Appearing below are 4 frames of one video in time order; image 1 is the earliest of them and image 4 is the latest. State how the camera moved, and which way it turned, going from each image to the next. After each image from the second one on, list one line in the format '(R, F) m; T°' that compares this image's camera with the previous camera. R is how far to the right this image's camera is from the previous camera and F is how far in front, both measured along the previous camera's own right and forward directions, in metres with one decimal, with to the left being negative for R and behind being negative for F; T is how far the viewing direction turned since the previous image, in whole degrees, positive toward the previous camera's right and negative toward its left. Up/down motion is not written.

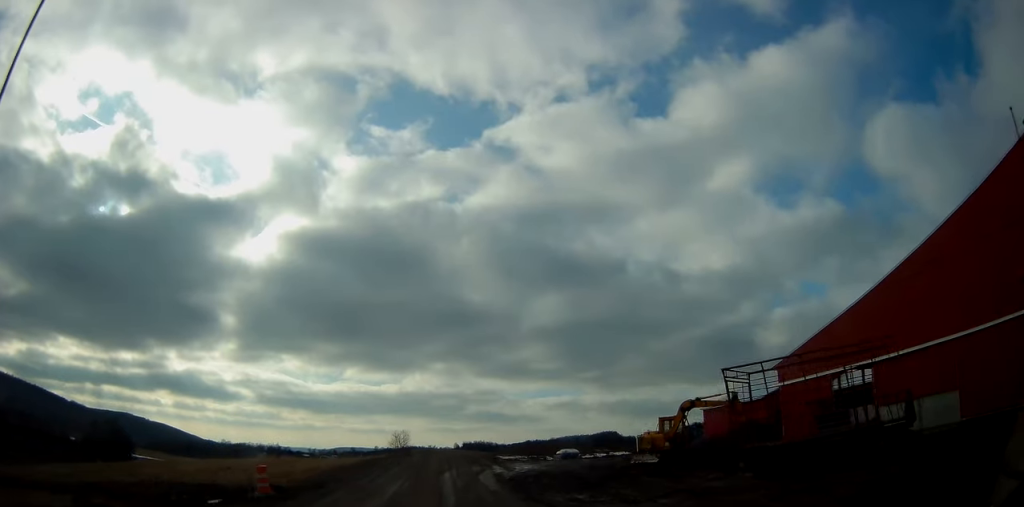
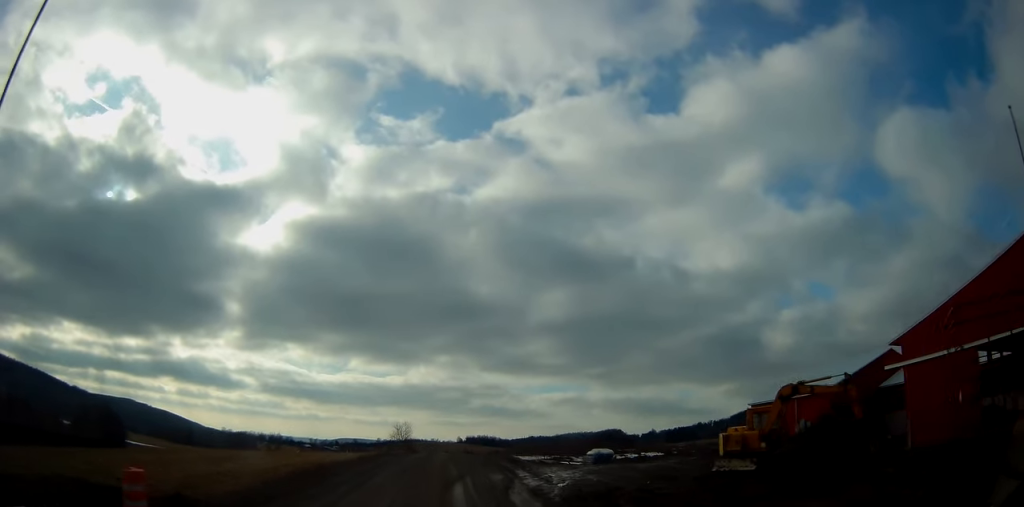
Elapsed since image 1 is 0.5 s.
(+0.1, +8.9) m; 0°
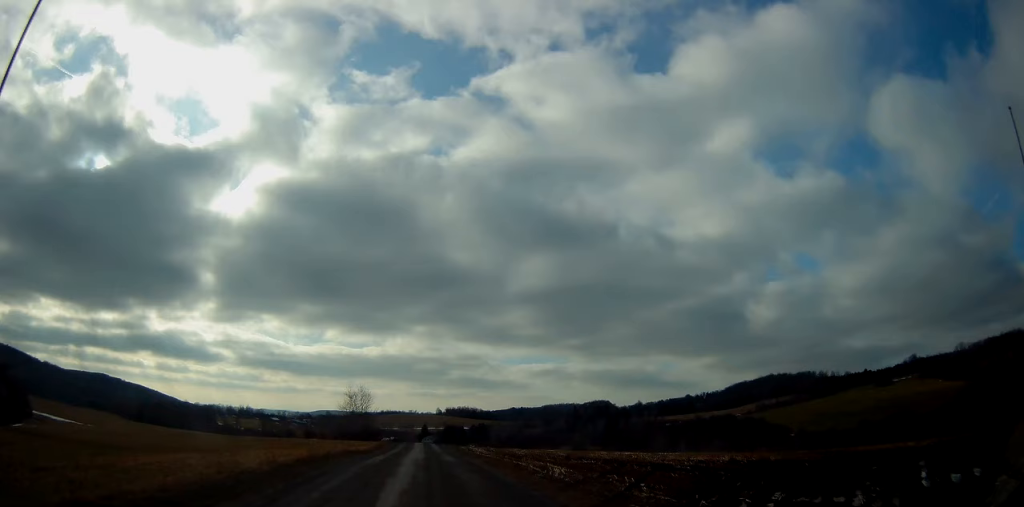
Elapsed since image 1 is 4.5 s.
(+0.4, +64.9) m; +1°
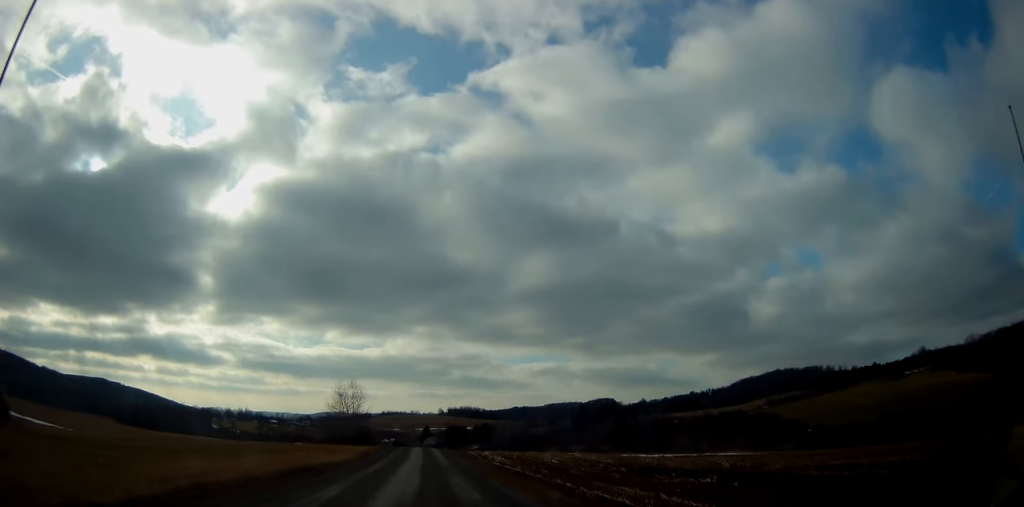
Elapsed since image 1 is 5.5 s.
(-0.2, +16.9) m; -1°
